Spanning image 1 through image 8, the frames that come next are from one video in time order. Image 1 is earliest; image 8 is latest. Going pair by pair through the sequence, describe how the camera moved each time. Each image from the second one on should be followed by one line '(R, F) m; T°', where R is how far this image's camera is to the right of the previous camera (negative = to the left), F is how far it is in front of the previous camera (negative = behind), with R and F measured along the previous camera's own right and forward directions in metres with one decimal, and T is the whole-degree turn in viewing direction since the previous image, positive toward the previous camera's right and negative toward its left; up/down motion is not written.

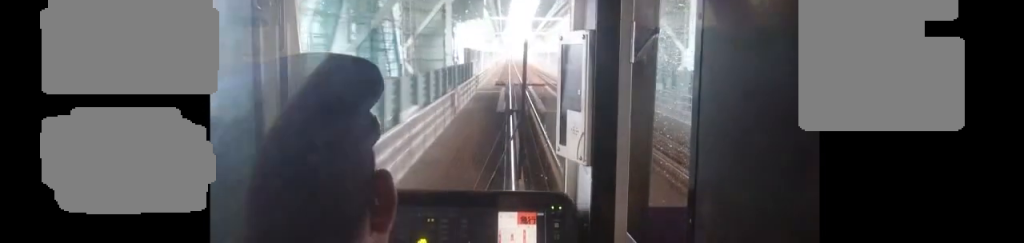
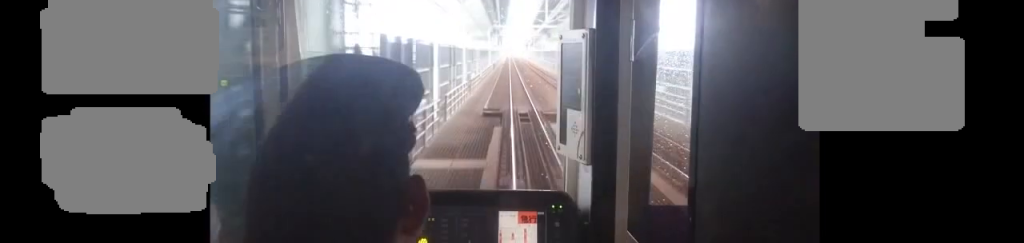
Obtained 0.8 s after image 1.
(0.0, +20.1) m; +1°
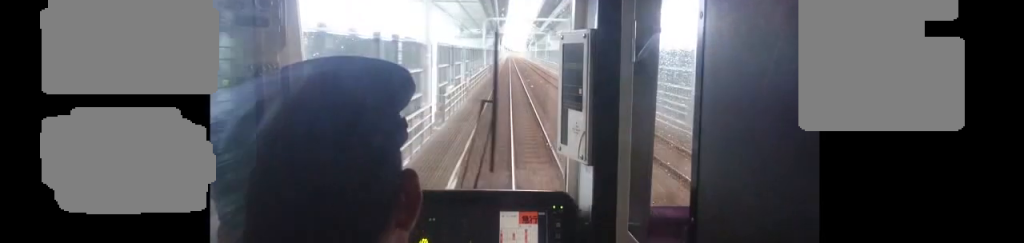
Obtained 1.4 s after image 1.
(0.0, +13.4) m; +1°
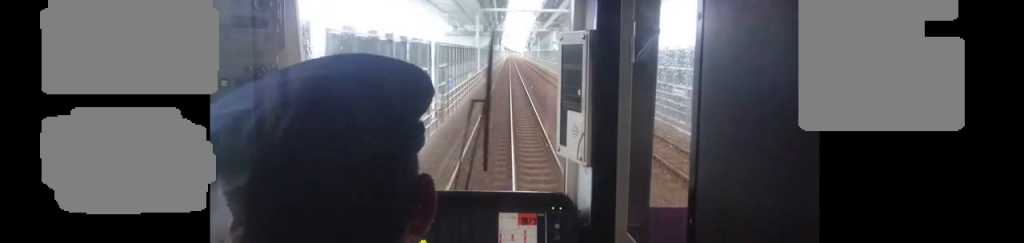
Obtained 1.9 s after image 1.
(+0.1, +11.6) m; 0°
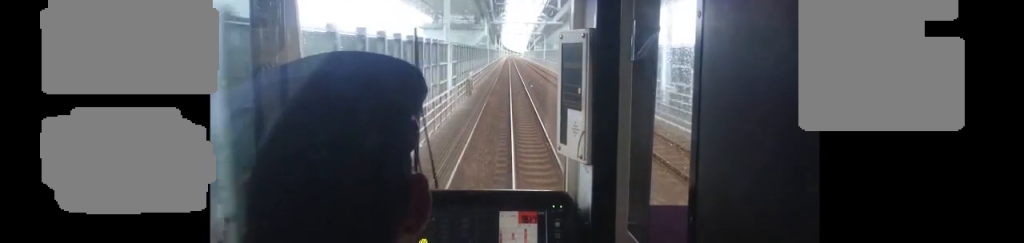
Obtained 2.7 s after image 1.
(+0.1, +20.4) m; 0°
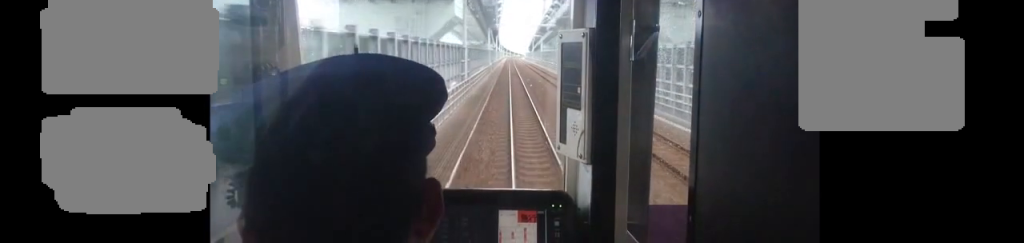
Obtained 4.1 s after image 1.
(-0.5, +33.3) m; -1°
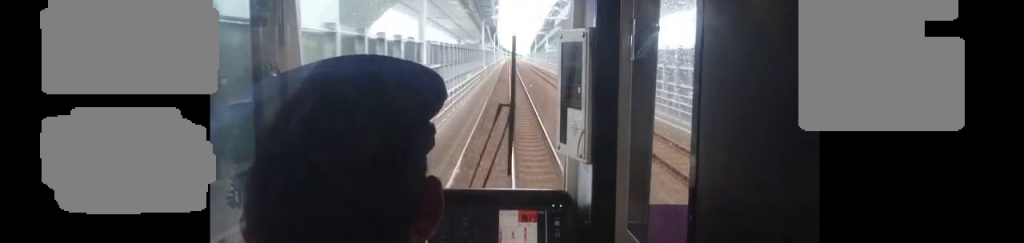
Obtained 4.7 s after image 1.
(0.0, +14.8) m; 0°
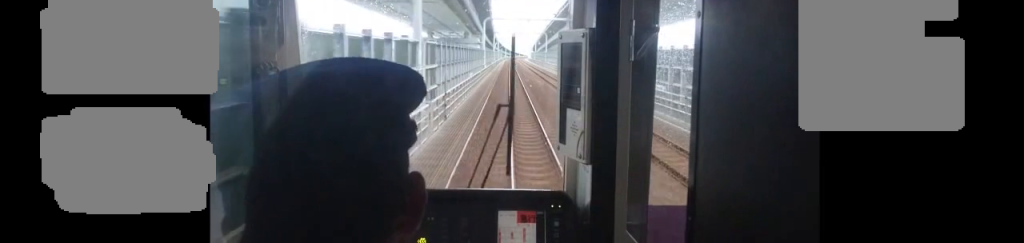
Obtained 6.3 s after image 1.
(+0.5, +40.9) m; 0°
